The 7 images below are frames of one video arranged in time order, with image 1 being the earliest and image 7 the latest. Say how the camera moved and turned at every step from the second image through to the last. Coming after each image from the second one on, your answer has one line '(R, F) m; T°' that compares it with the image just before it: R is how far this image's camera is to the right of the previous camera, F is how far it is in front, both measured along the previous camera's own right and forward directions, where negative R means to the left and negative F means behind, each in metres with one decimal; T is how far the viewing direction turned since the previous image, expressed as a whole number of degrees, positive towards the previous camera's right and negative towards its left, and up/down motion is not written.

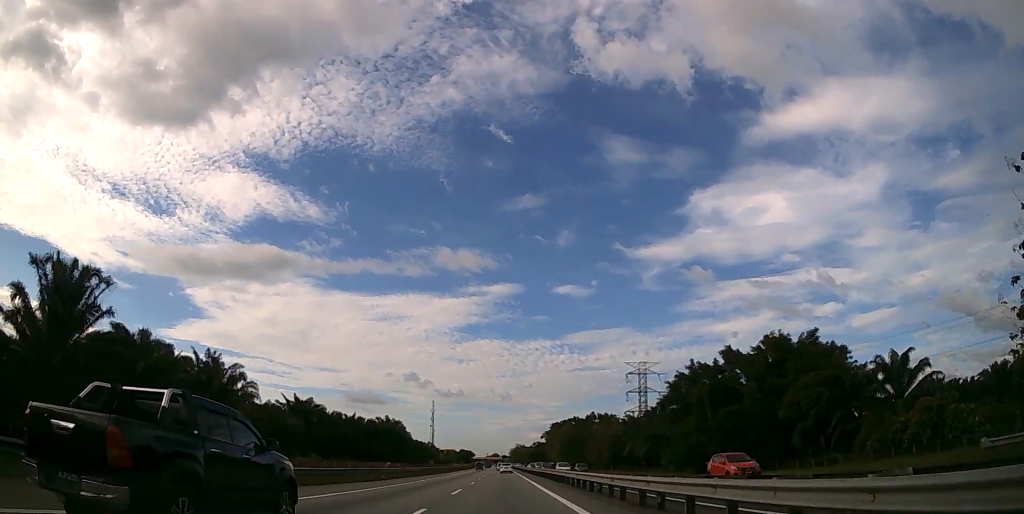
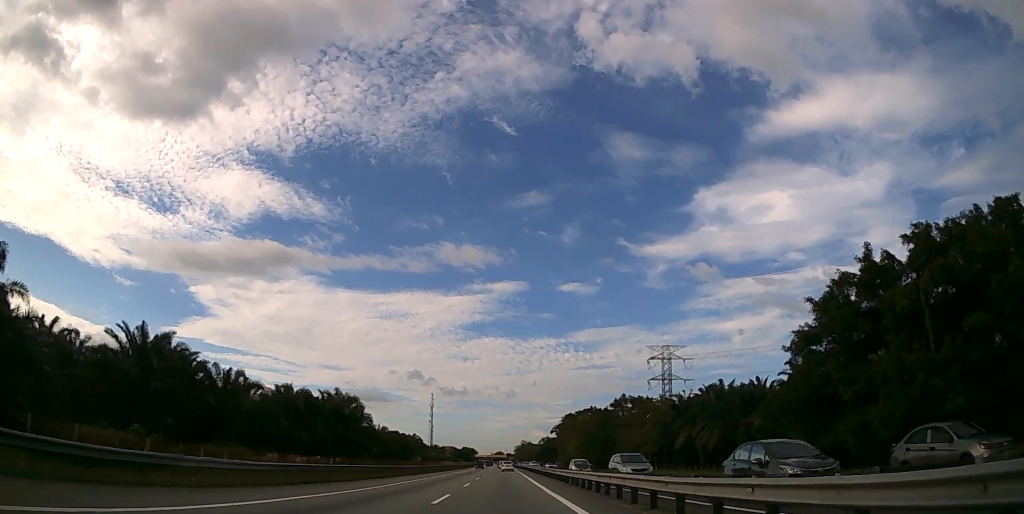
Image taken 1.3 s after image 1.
(-0.2, +41.7) m; 0°
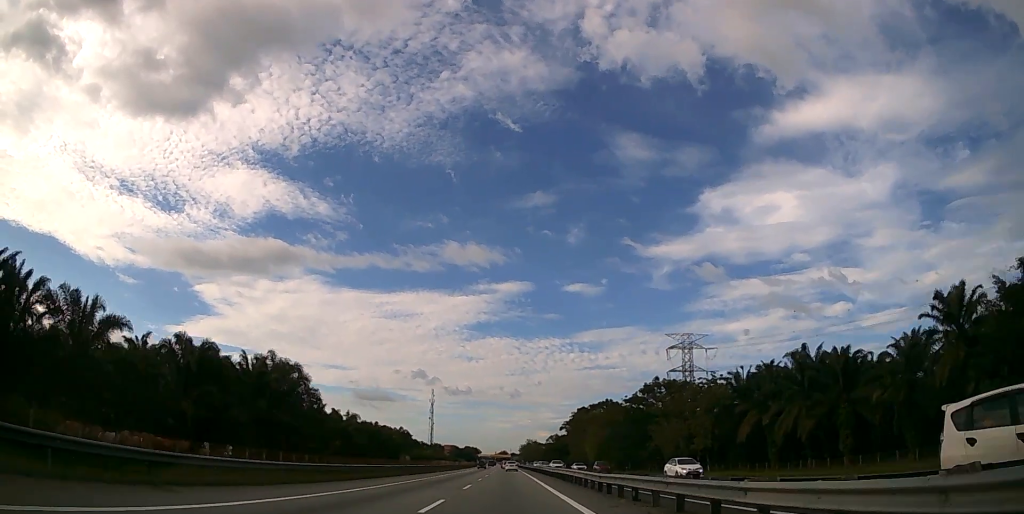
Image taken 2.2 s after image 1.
(-0.1, +27.7) m; 0°
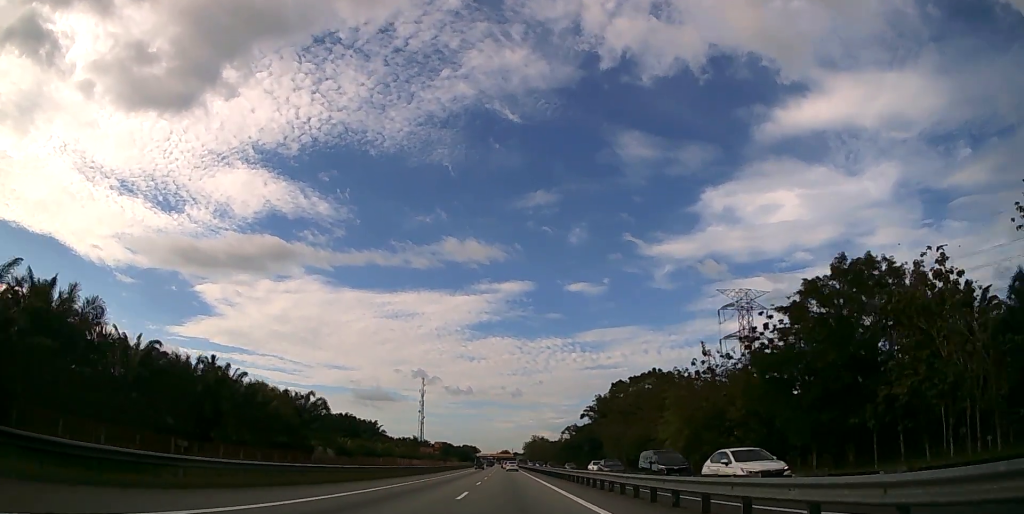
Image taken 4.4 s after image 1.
(-0.5, +67.5) m; -1°
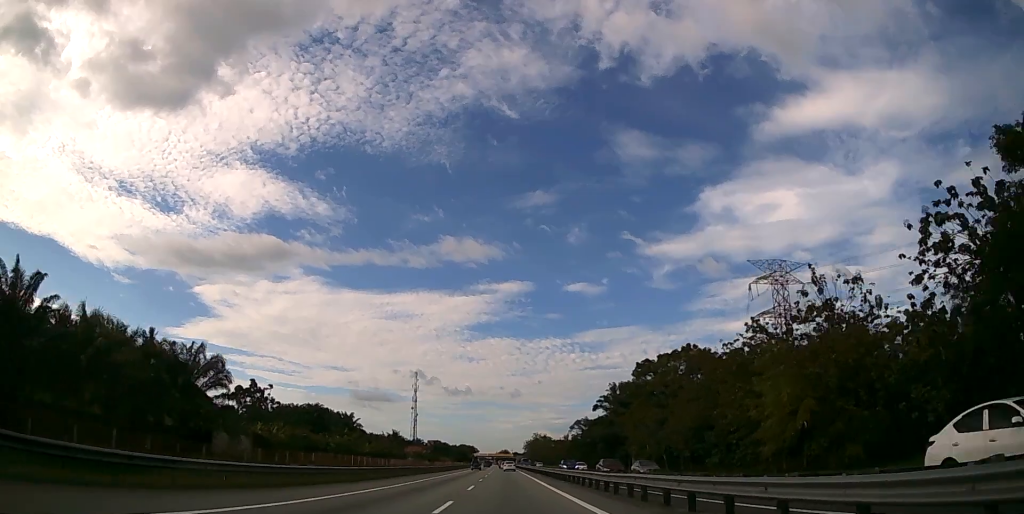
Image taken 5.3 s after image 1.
(0.0, +29.7) m; 0°
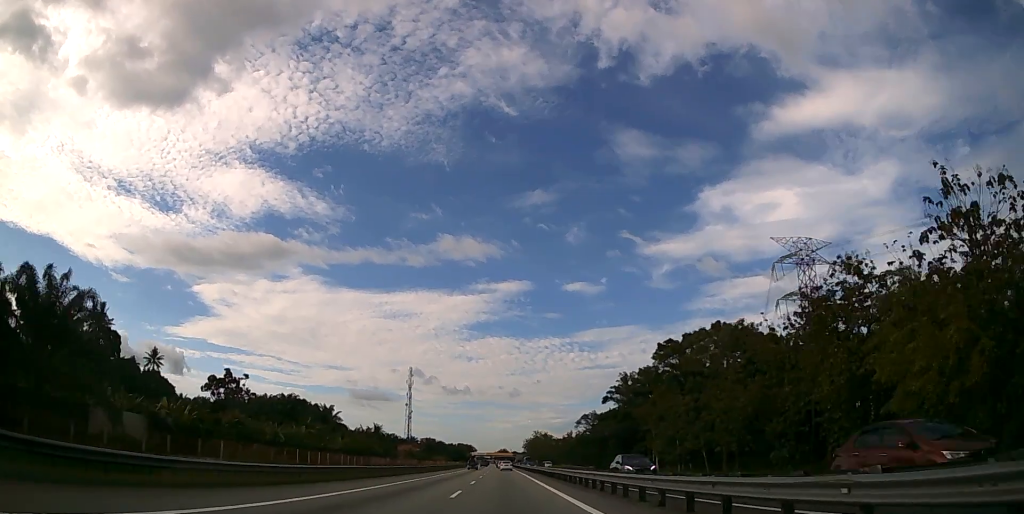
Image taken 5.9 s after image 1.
(0.0, +18.4) m; 0°
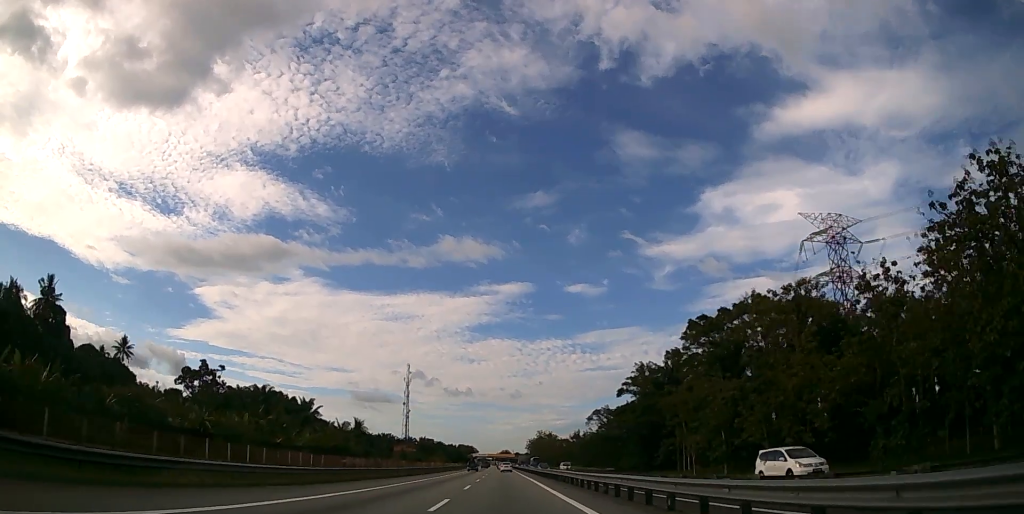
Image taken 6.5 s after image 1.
(0.0, +17.1) m; 0°
